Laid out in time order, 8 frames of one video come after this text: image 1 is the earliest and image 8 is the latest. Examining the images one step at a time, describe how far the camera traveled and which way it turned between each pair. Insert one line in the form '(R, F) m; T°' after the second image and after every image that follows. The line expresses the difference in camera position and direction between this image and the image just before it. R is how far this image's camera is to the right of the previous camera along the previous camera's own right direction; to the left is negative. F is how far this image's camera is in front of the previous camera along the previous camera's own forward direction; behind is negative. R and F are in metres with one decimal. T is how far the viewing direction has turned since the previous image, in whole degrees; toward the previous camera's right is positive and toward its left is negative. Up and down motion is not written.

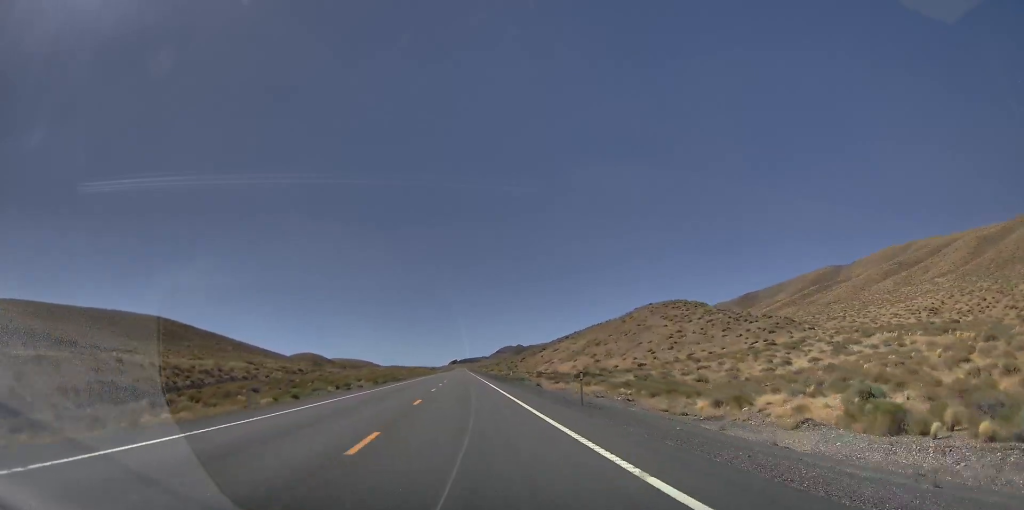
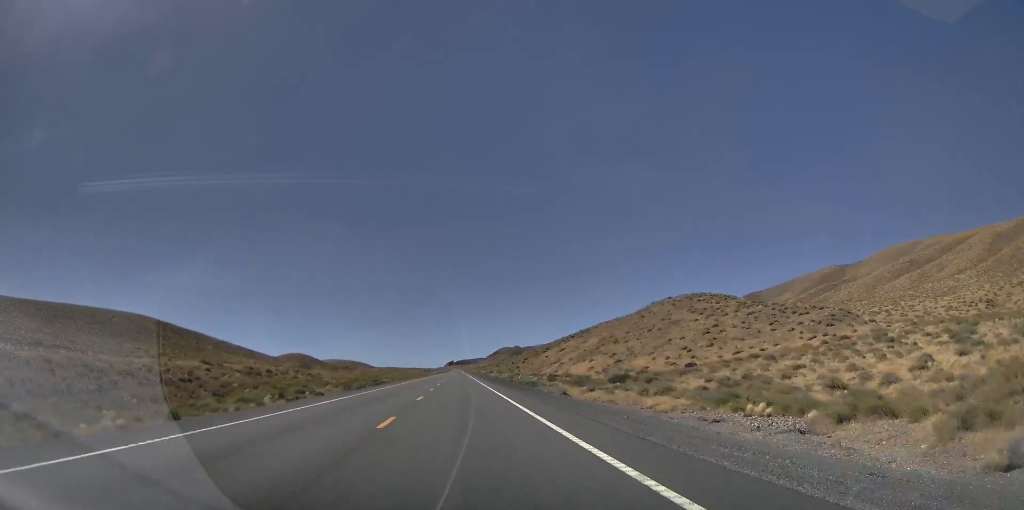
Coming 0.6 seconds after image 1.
(+0.1, +20.4) m; +1°
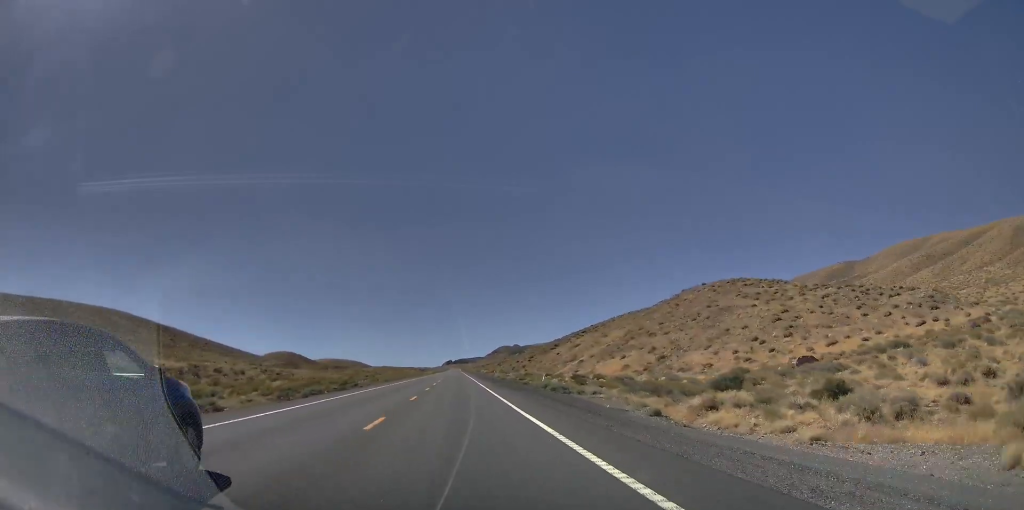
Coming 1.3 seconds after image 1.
(+0.4, +25.0) m; +1°
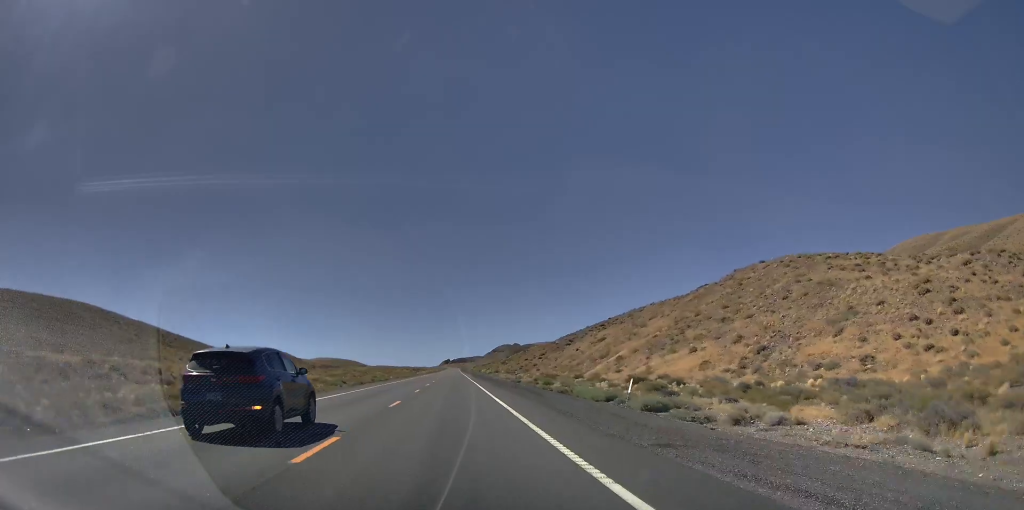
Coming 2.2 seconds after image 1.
(+0.1, +29.7) m; -1°
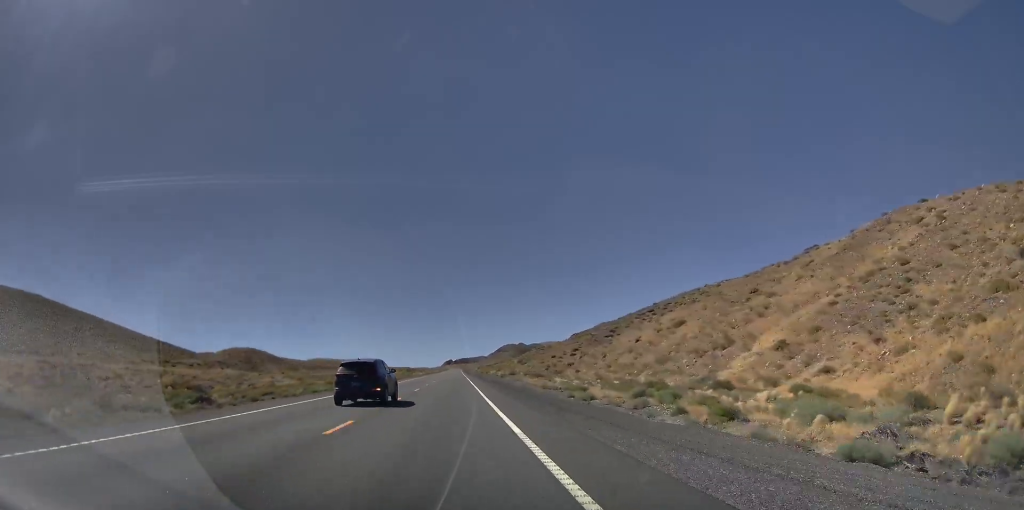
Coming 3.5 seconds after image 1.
(-0.8, +45.9) m; -2°
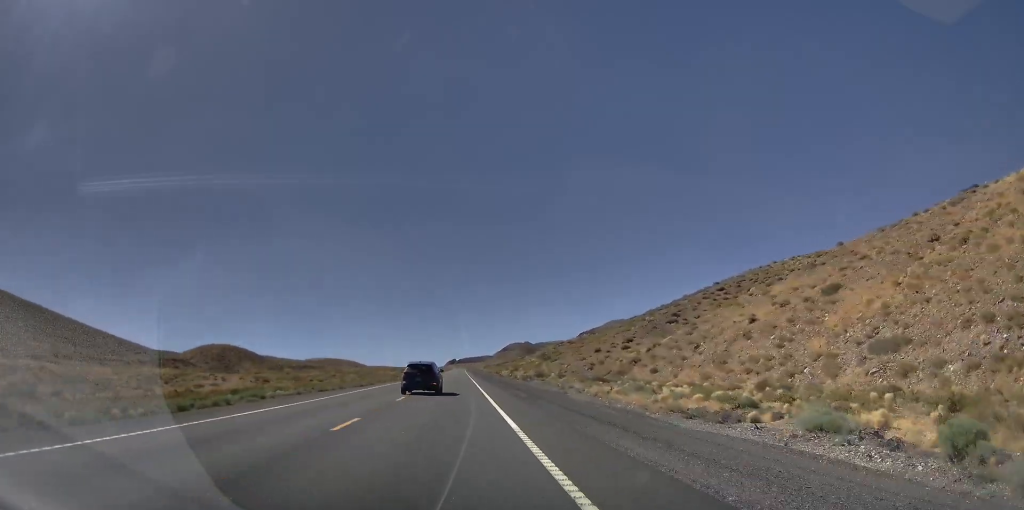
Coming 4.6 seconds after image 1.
(0.0, +36.1) m; +1°
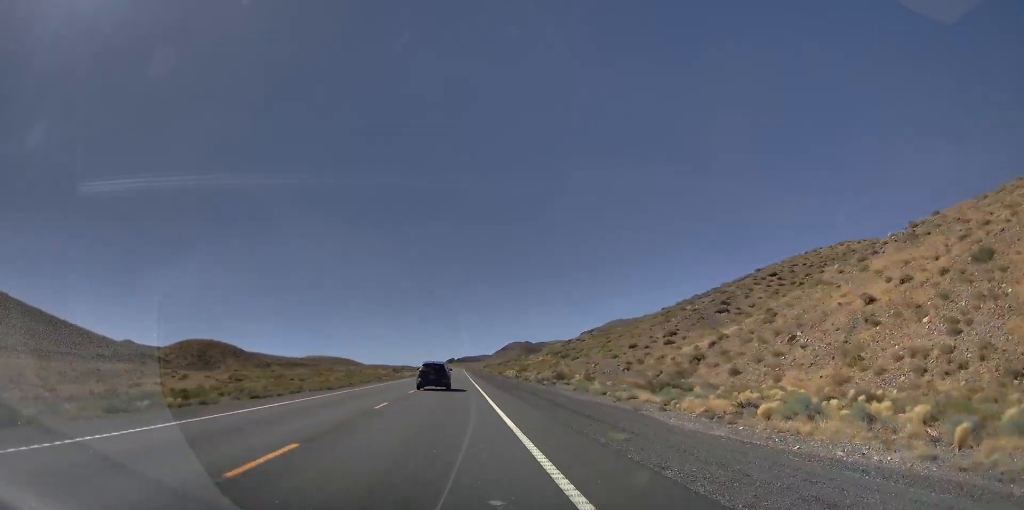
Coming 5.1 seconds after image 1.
(+0.2, +18.1) m; 0°
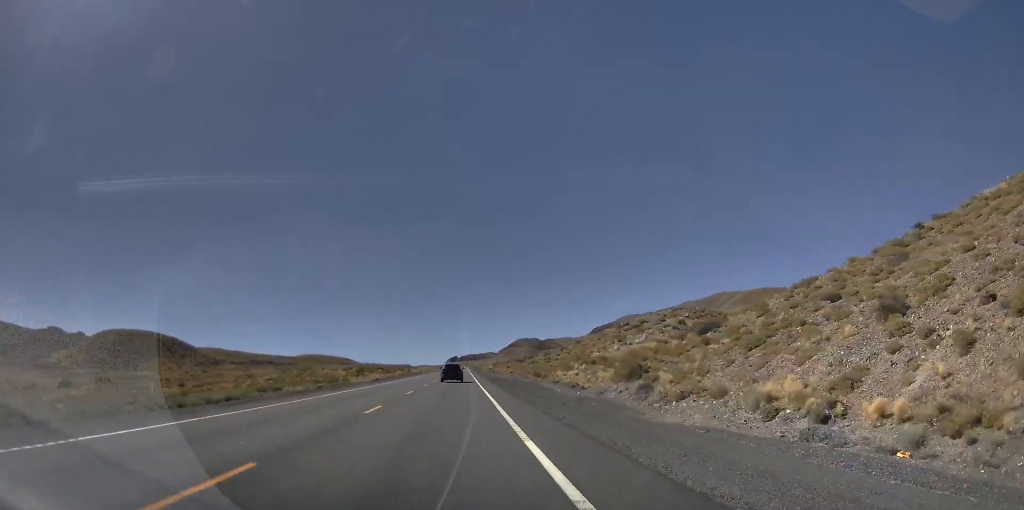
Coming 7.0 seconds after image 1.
(+0.3, +62.1) m; 0°
